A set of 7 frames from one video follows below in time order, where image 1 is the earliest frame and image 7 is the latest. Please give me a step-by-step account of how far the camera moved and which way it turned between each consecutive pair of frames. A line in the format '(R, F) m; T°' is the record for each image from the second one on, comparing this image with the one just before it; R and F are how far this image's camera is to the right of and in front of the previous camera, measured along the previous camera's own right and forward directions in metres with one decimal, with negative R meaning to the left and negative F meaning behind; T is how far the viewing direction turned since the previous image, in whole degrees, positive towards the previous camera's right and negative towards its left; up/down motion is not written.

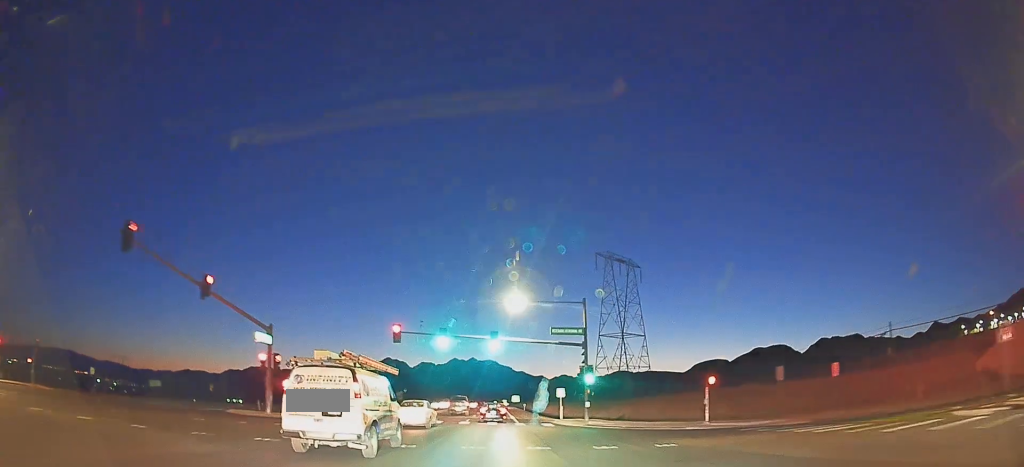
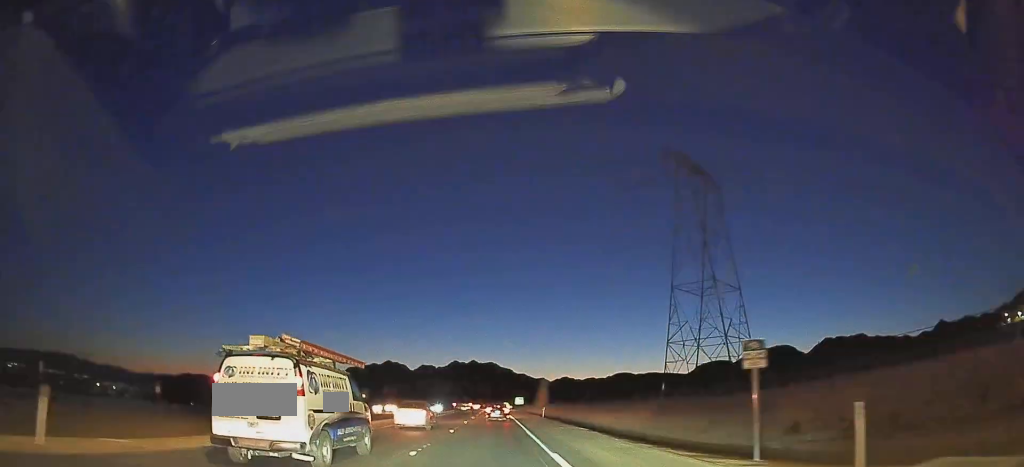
(-0.5, +40.0) m; -1°
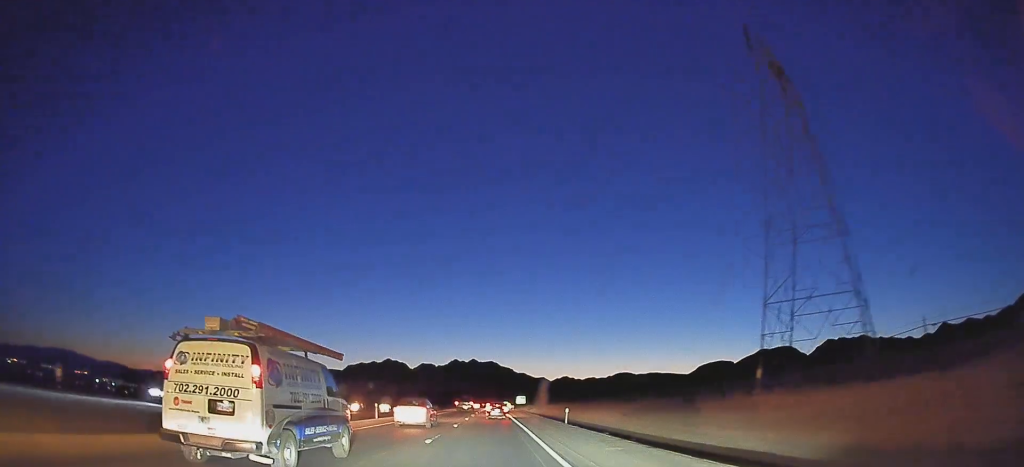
(-0.1, +21.8) m; 0°
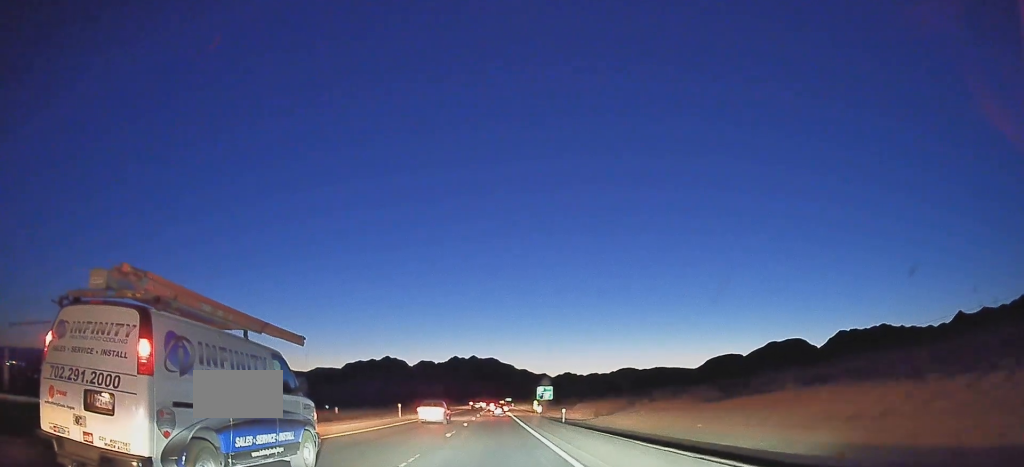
(+0.8, +120.7) m; +1°
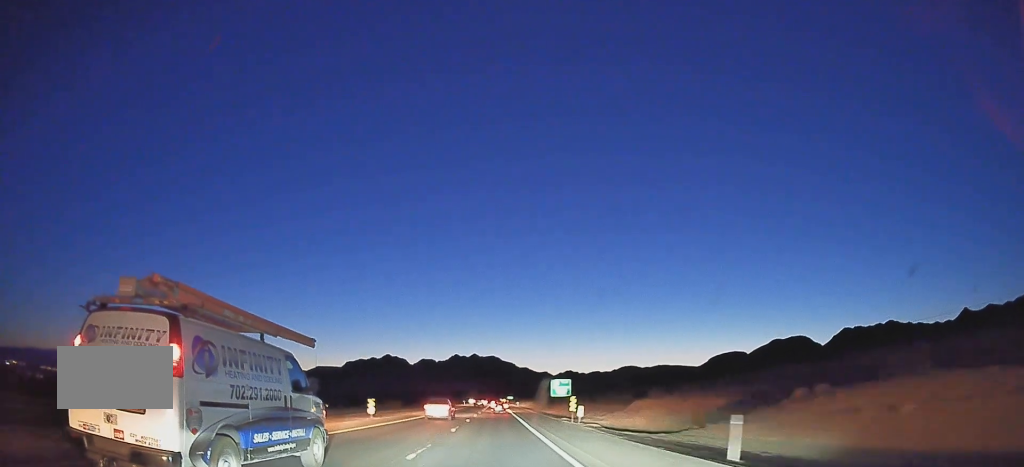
(+0.2, +34.6) m; 0°
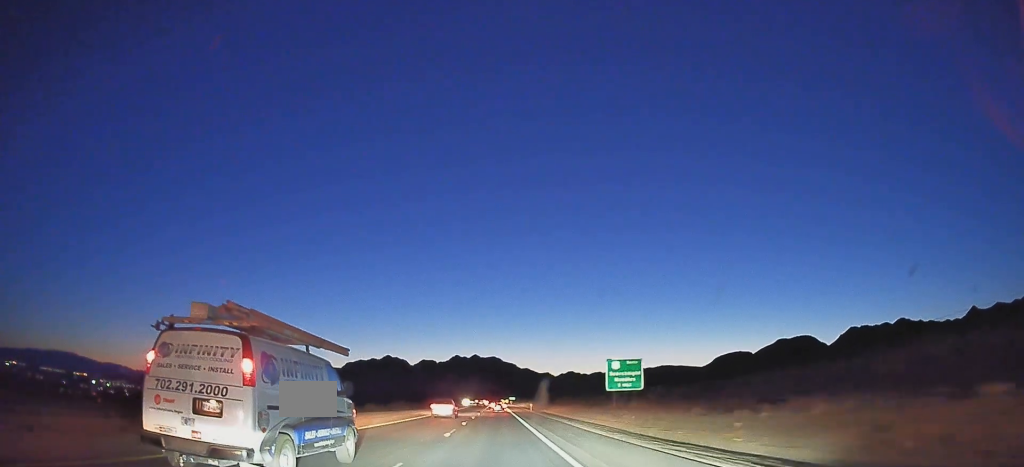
(-0.1, +54.3) m; 0°
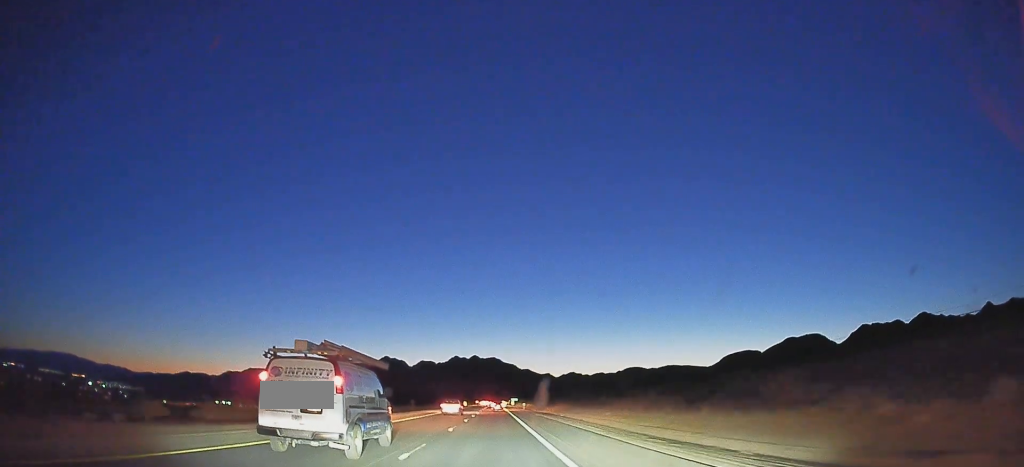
(+0.2, +105.0) m; 0°
